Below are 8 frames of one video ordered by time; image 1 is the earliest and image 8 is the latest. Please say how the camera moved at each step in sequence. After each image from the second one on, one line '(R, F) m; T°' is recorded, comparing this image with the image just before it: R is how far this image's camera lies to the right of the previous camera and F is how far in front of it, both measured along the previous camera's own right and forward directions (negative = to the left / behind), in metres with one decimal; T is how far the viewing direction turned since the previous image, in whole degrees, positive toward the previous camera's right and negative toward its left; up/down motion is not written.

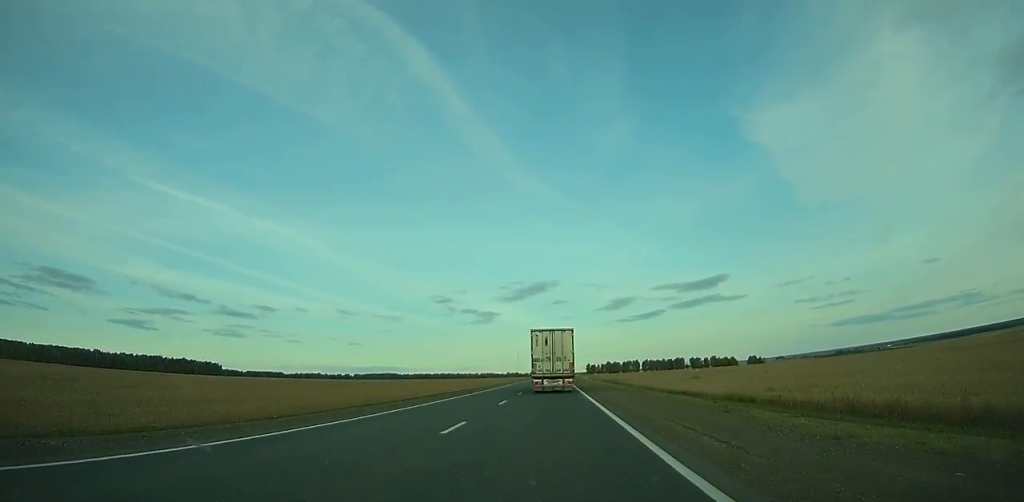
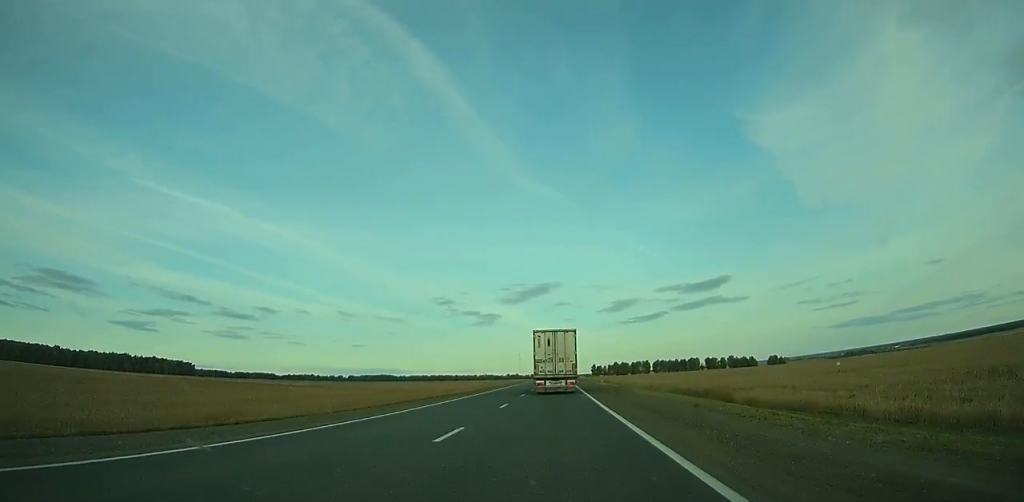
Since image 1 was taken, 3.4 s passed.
(0.0, +69.6) m; 0°
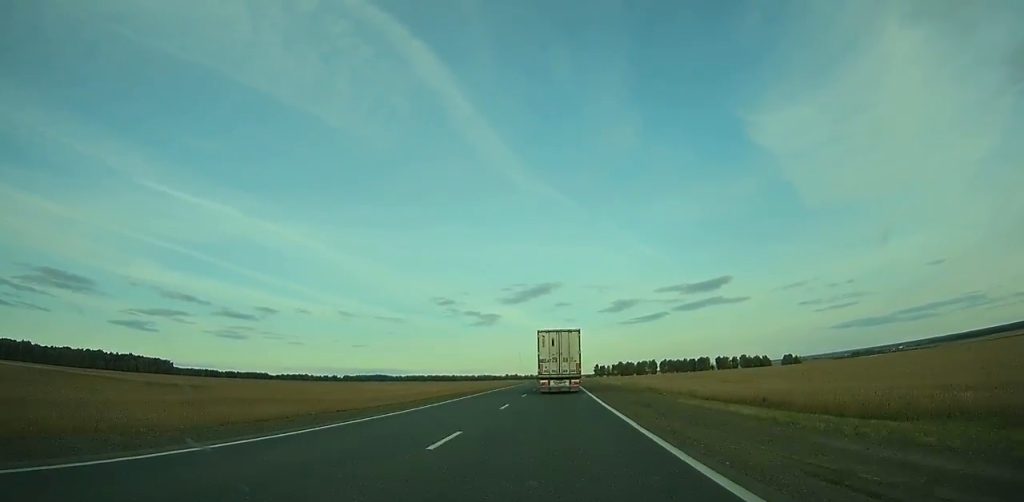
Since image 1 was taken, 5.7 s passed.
(-0.2, +48.3) m; 0°
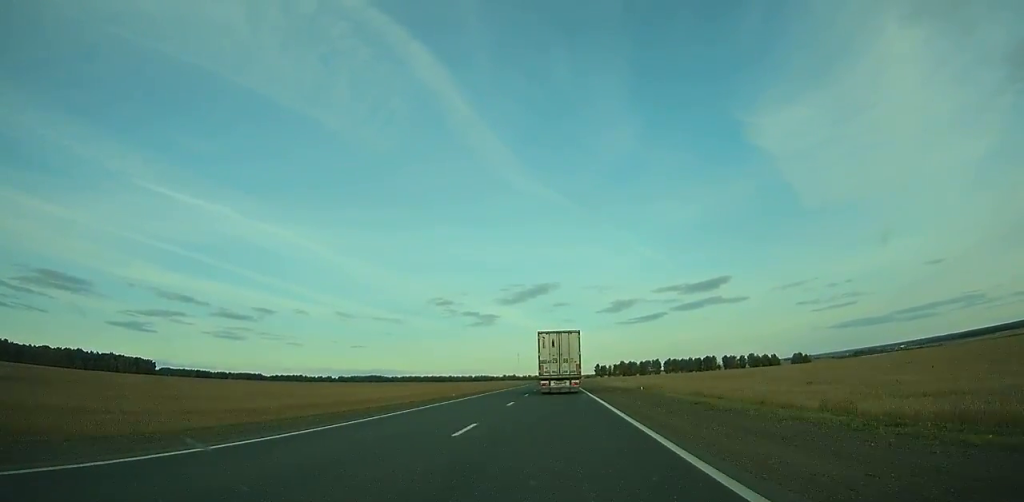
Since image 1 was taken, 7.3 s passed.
(-0.3, +34.0) m; 0°
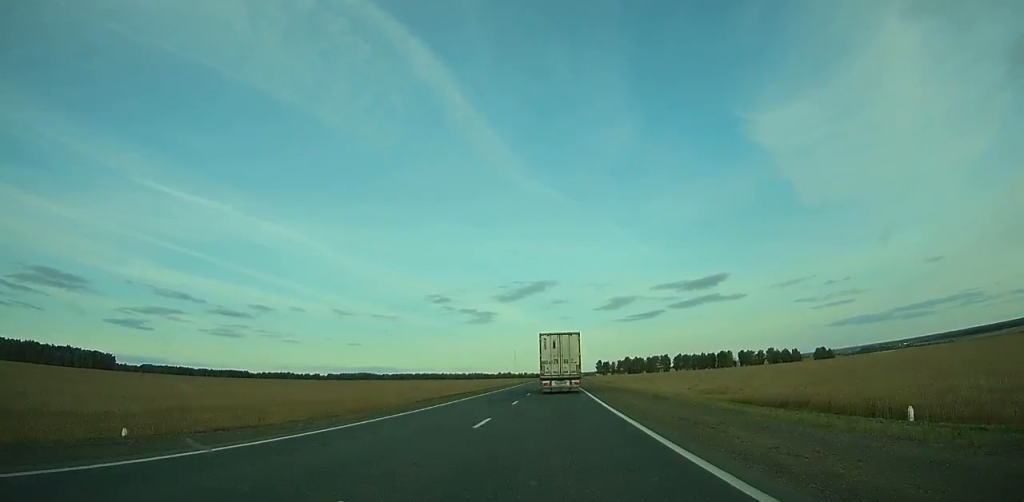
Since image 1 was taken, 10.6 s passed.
(+0.2, +70.6) m; 0°
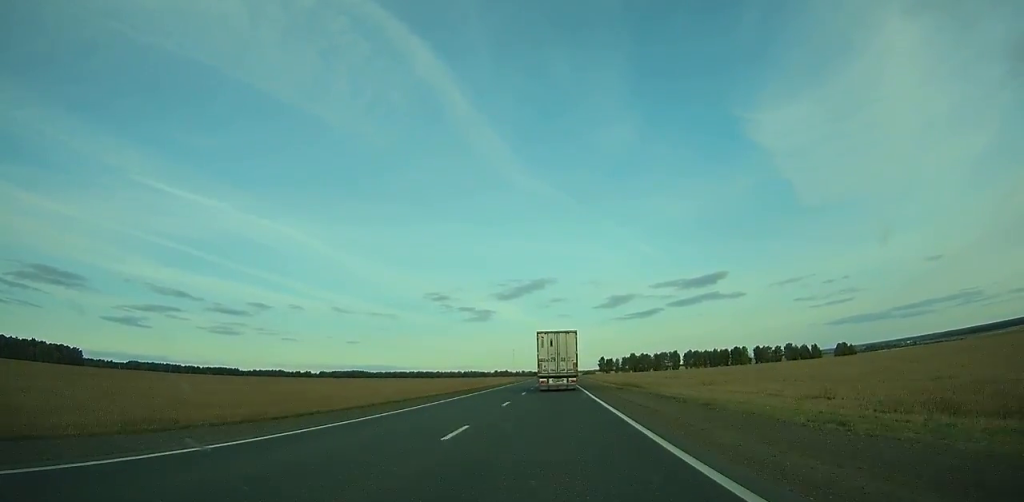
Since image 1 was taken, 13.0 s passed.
(+0.2, +51.7) m; 0°
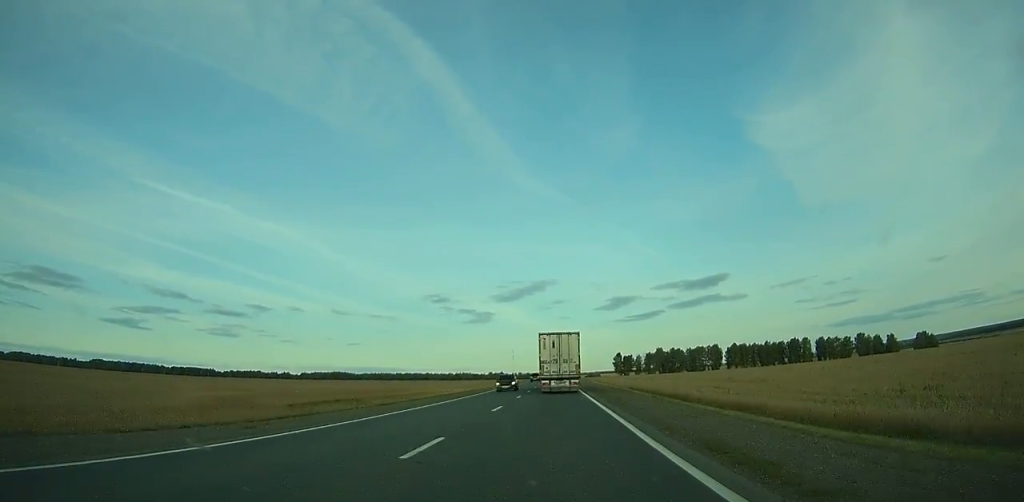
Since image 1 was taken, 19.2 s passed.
(0.0, +134.5) m; 0°
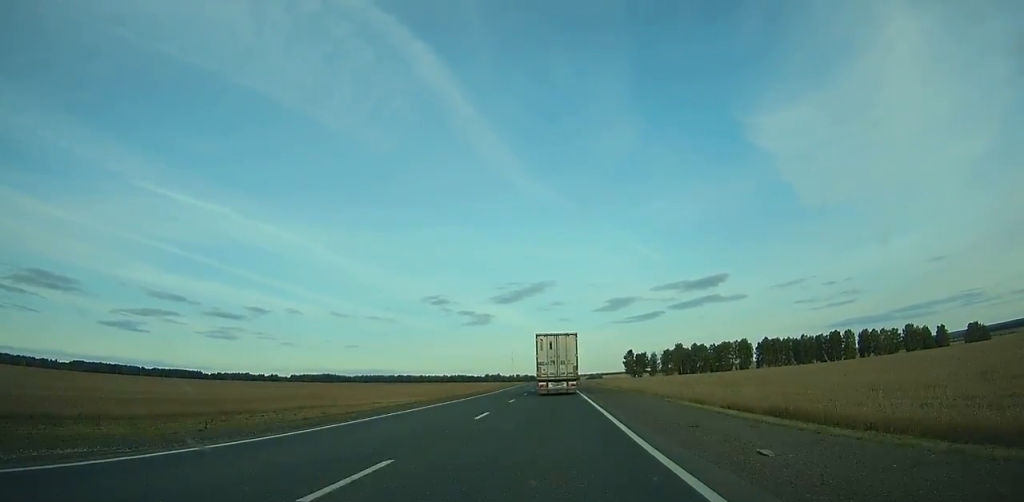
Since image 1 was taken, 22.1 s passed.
(-0.2, +63.2) m; 0°
